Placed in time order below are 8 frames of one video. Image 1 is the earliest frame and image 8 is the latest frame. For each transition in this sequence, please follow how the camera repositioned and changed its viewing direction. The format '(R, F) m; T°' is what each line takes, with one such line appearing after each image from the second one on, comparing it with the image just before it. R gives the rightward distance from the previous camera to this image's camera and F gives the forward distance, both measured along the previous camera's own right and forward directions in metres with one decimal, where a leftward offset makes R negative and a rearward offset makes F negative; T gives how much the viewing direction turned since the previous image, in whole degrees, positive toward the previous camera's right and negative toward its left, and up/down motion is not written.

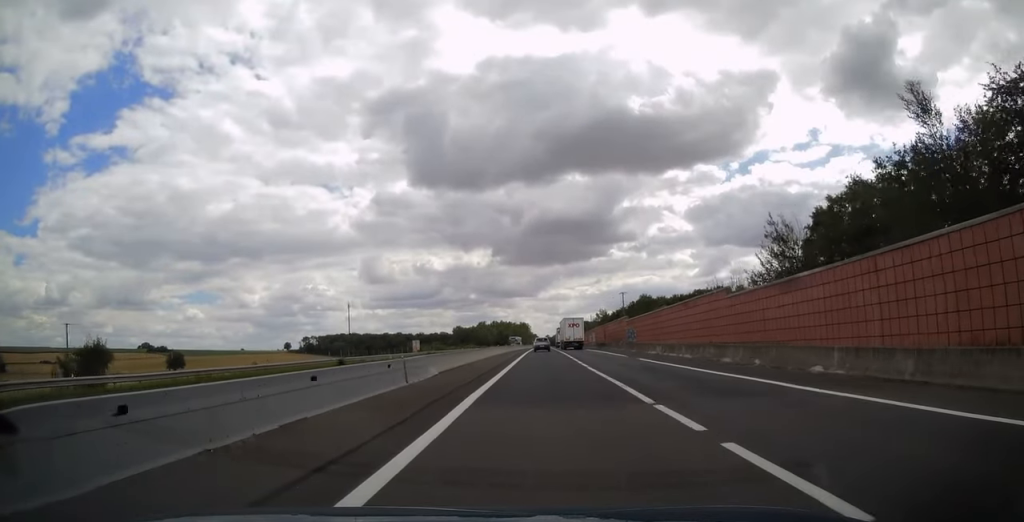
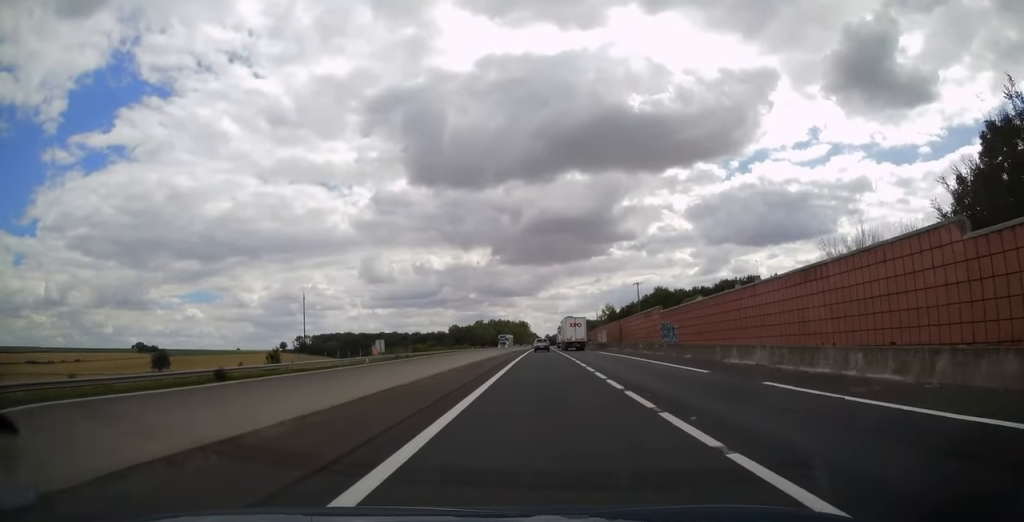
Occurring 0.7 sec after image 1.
(-0.1, +20.6) m; 0°
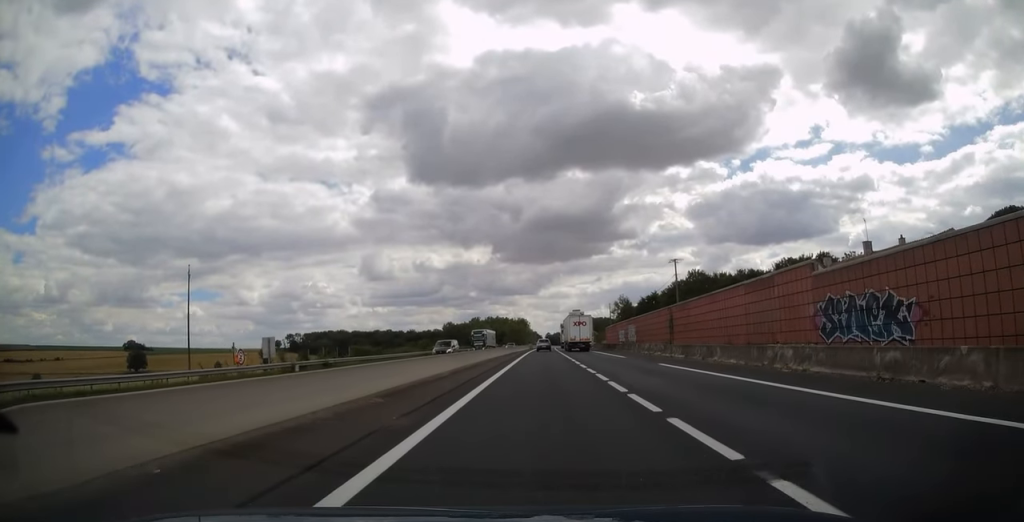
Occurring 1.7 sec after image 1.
(0.0, +30.6) m; 0°
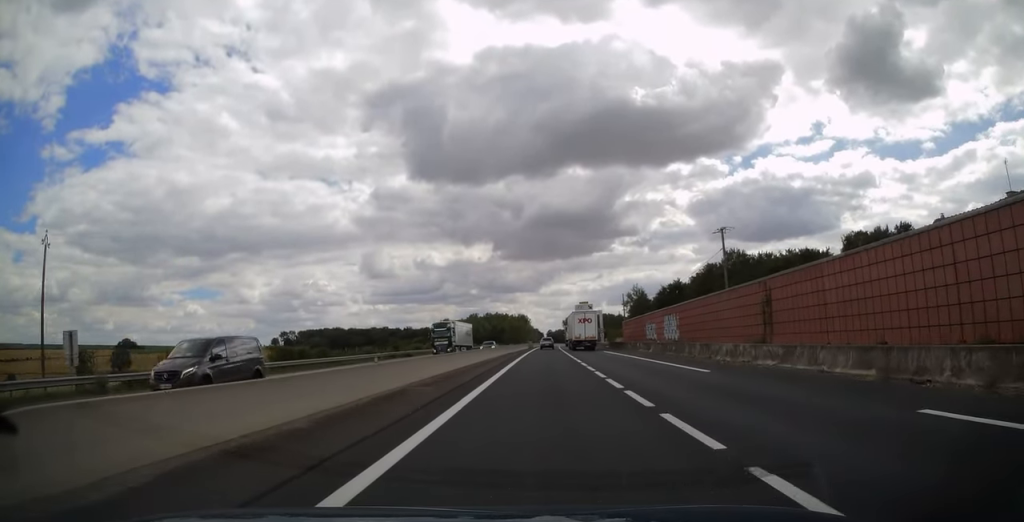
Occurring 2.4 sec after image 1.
(0.0, +20.8) m; 0°
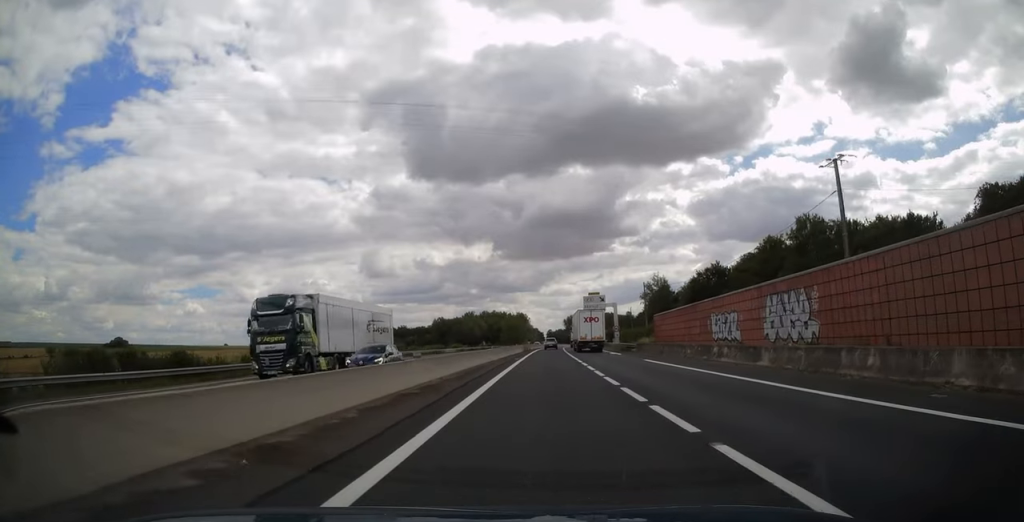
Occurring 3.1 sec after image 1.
(-0.1, +24.2) m; 0°
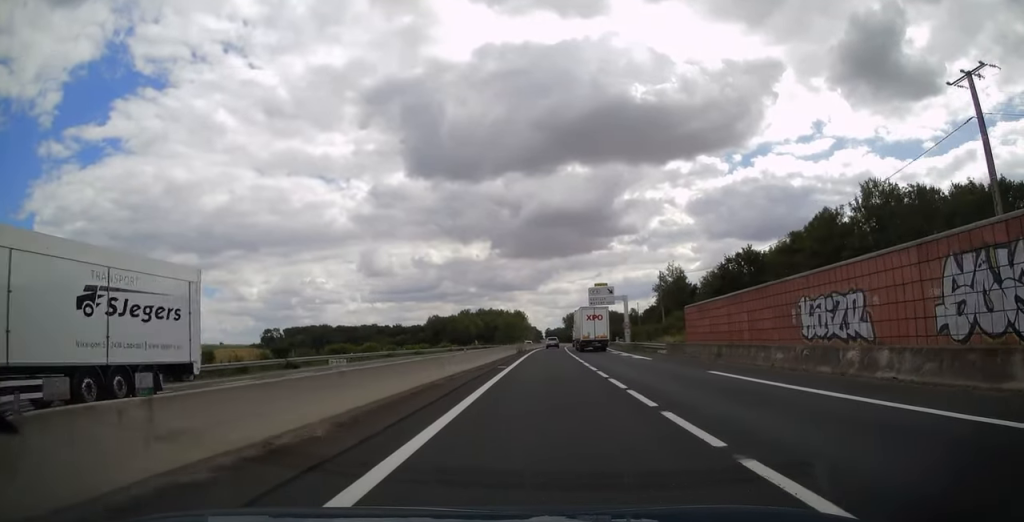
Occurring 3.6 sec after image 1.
(+0.1, +13.9) m; 0°
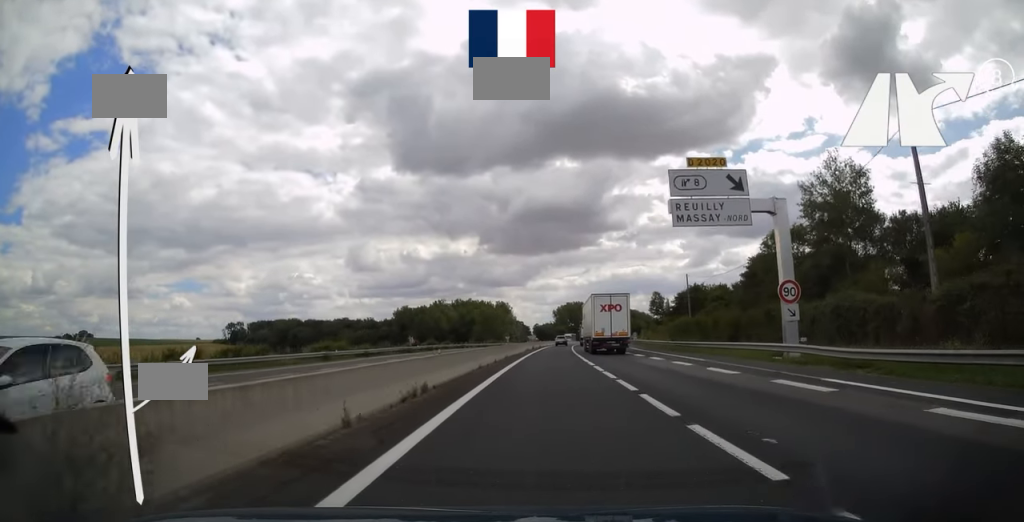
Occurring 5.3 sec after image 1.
(+0.1, +57.7) m; +1°
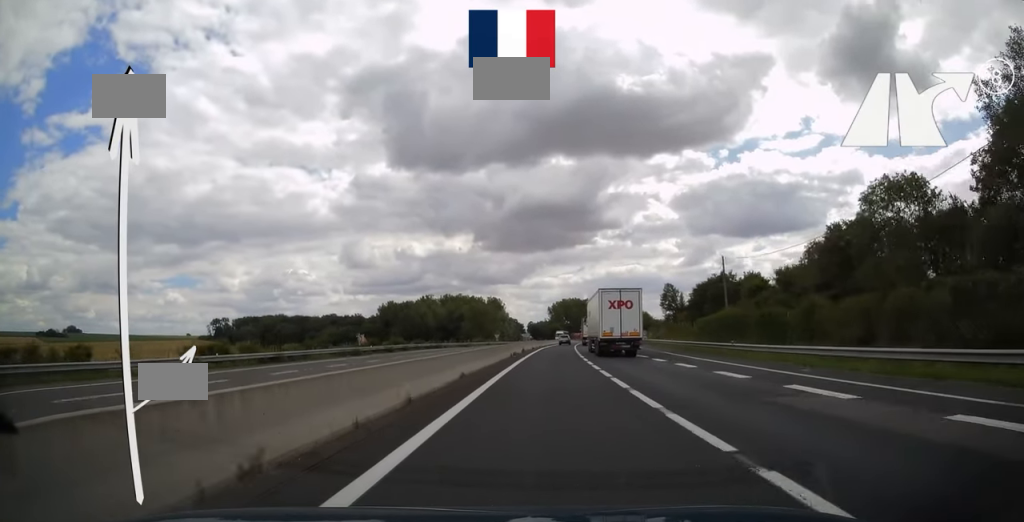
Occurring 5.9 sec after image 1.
(+0.1, +19.6) m; +1°
